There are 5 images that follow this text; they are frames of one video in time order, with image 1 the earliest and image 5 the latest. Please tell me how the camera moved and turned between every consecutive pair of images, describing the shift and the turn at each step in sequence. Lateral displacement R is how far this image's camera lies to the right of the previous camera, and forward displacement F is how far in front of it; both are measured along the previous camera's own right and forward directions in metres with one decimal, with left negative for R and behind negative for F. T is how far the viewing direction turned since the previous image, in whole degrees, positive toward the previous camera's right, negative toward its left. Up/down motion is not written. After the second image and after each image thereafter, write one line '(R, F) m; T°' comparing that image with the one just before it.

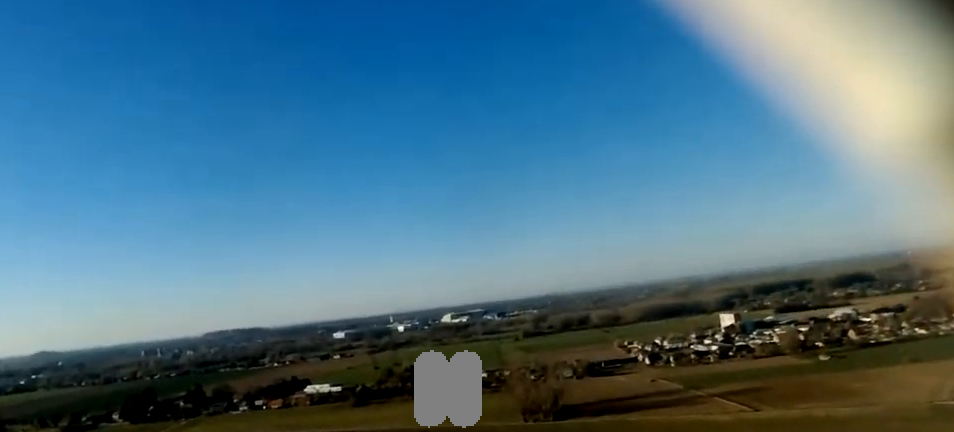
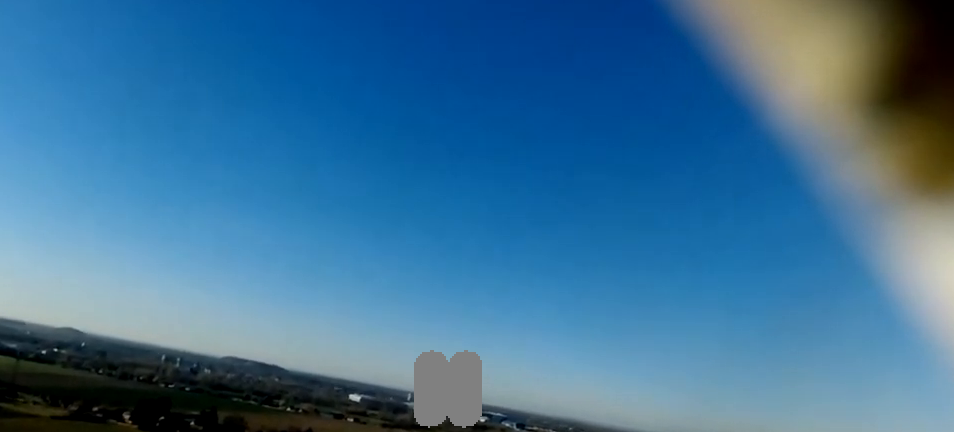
(-2.9, +31.2) m; -10°
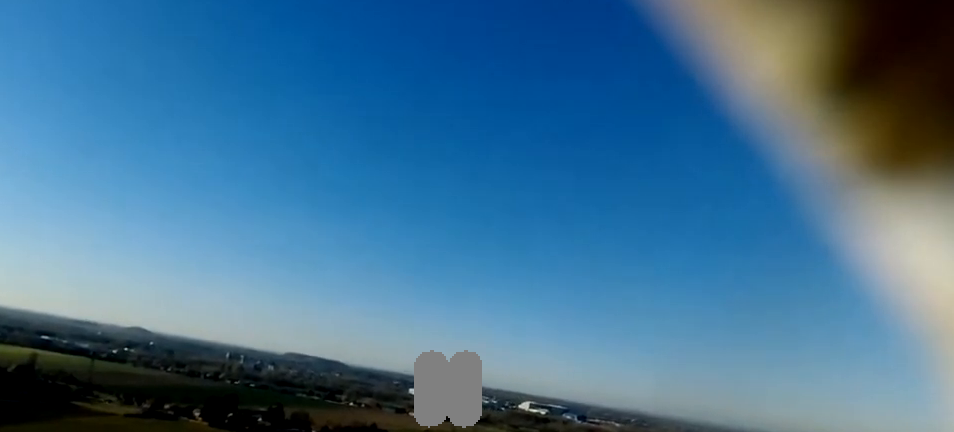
(+0.2, +7.2) m; -2°
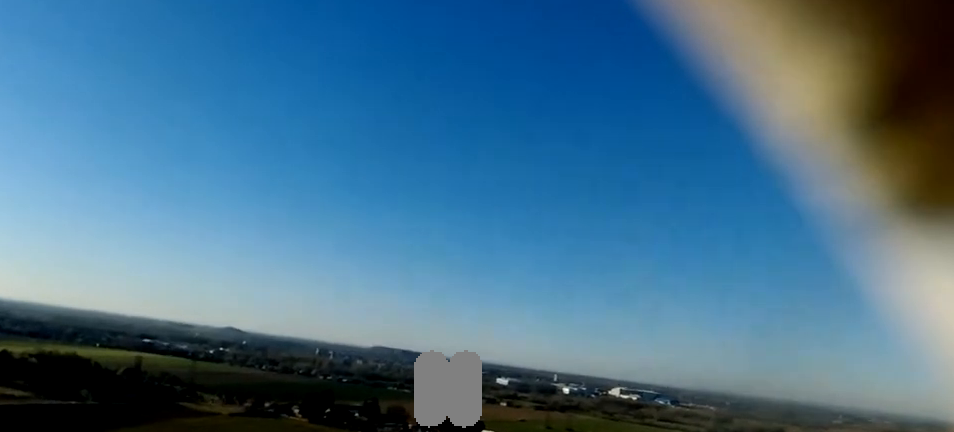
(-0.7, +11.8) m; -4°
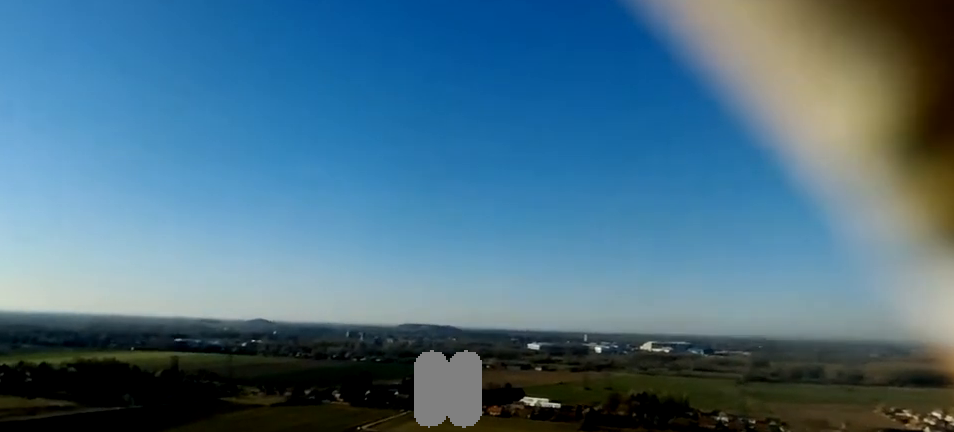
(-0.4, +9.0) m; -2°
